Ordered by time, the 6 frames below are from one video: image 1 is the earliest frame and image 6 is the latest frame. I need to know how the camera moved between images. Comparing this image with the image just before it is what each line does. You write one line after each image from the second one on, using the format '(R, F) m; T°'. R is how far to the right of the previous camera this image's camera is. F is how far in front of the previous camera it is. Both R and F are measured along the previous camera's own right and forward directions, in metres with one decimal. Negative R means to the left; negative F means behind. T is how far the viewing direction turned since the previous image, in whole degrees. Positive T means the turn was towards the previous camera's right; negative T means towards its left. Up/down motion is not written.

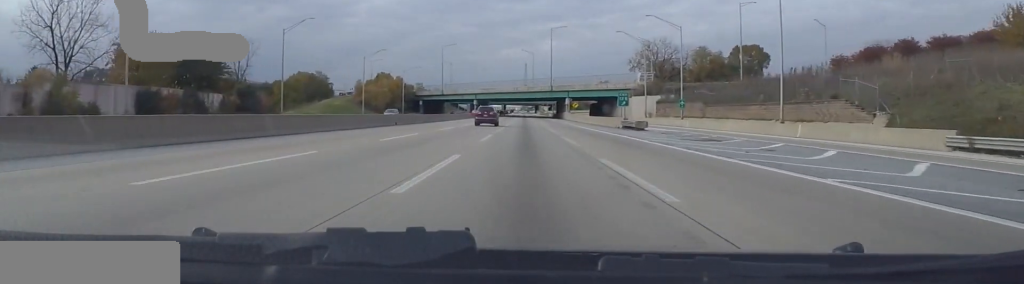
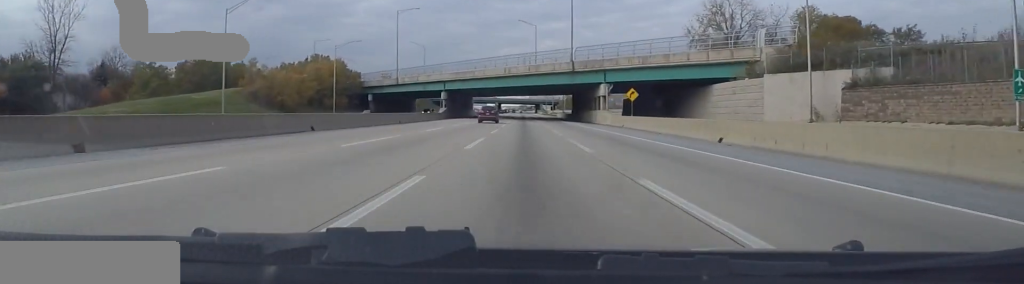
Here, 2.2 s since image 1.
(-0.1, +65.2) m; 0°
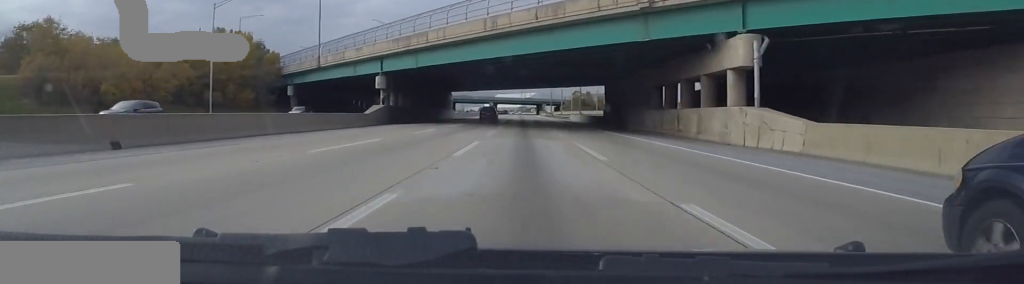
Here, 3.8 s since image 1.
(+0.3, +48.6) m; +1°
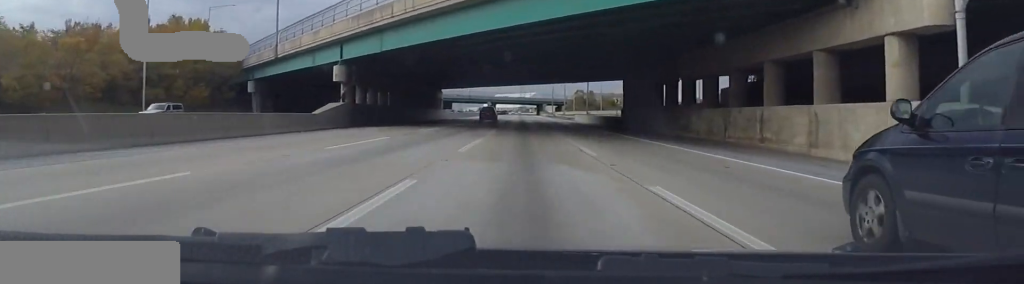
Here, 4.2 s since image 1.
(0.0, +14.3) m; -1°
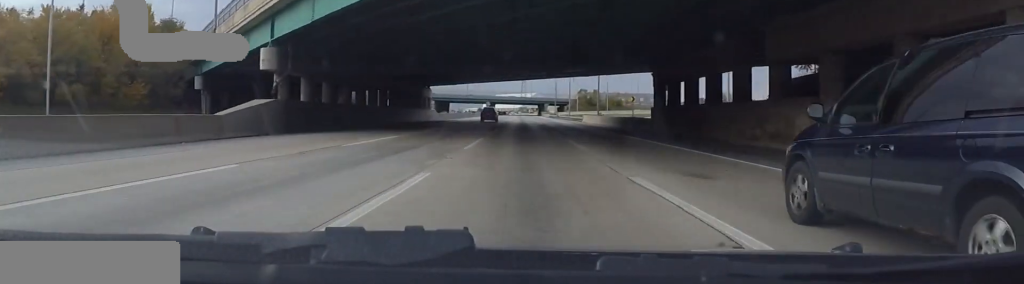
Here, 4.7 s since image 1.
(+0.2, +14.3) m; -1°
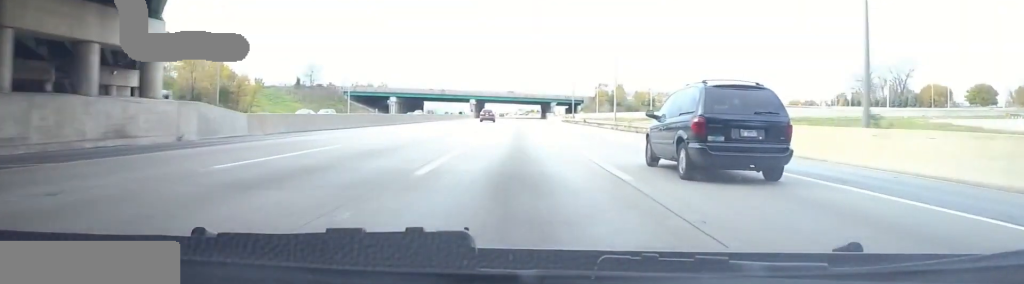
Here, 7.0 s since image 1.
(-0.1, +70.0) m; +1°
